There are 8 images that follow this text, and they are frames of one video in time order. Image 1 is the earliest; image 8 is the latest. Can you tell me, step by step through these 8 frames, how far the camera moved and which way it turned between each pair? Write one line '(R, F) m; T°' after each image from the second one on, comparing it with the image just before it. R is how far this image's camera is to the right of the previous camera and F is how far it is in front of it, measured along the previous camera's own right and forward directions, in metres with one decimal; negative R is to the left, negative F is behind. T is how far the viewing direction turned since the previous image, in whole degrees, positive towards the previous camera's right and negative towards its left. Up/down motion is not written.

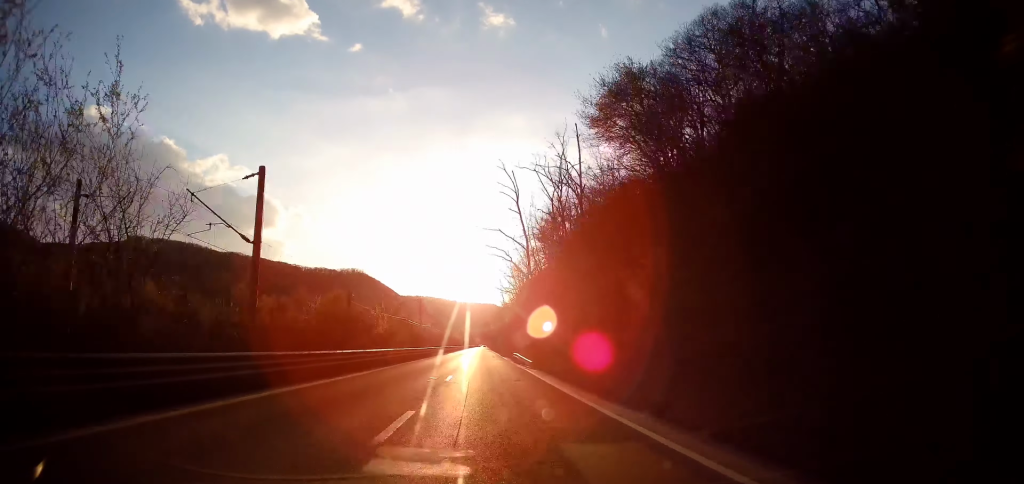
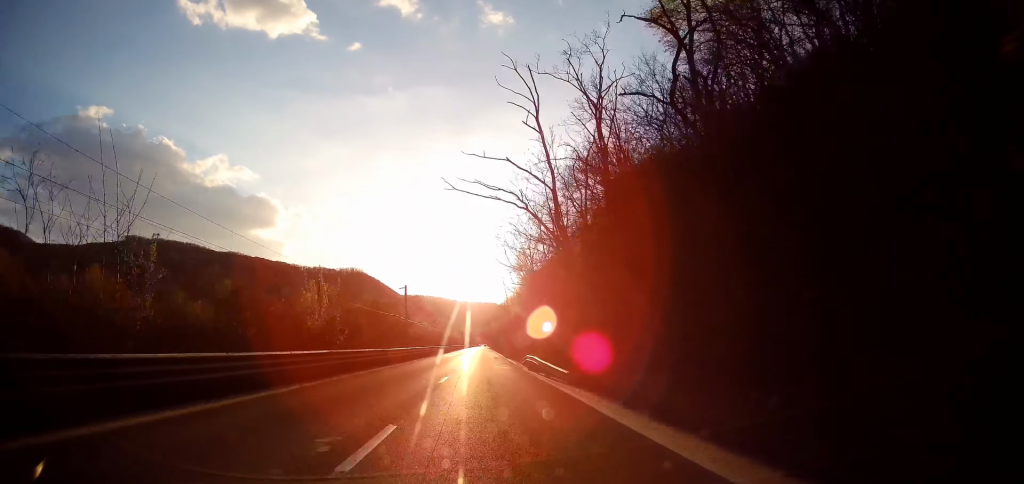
(+0.1, +13.4) m; 0°
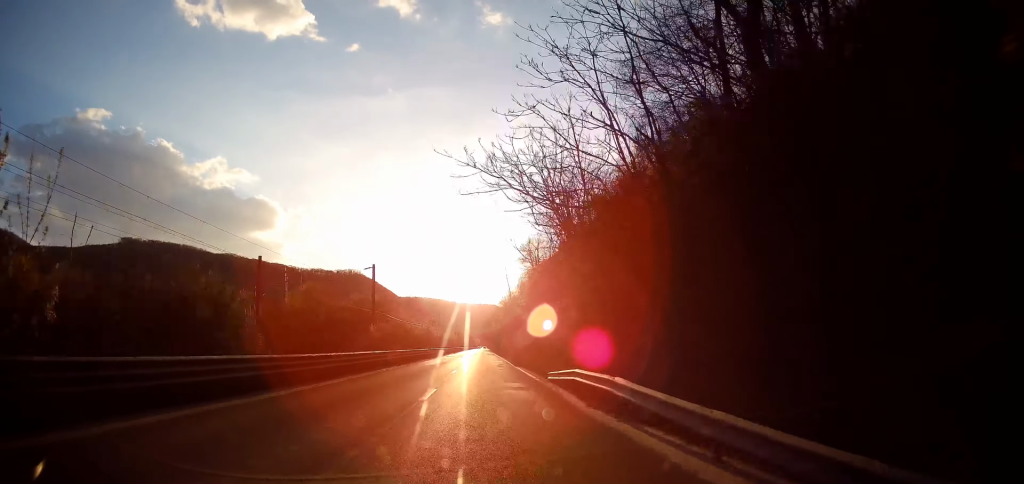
(+0.4, +15.9) m; 0°
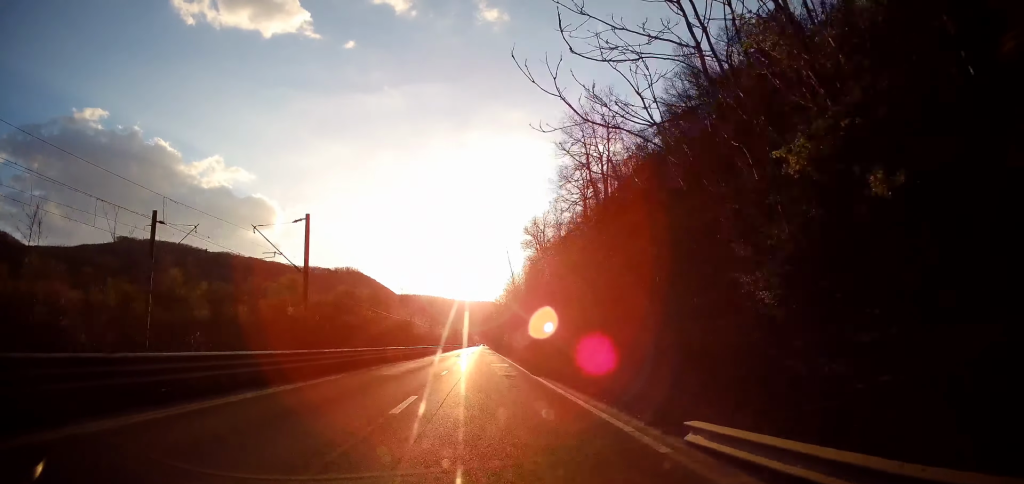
(-0.4, +15.2) m; 0°
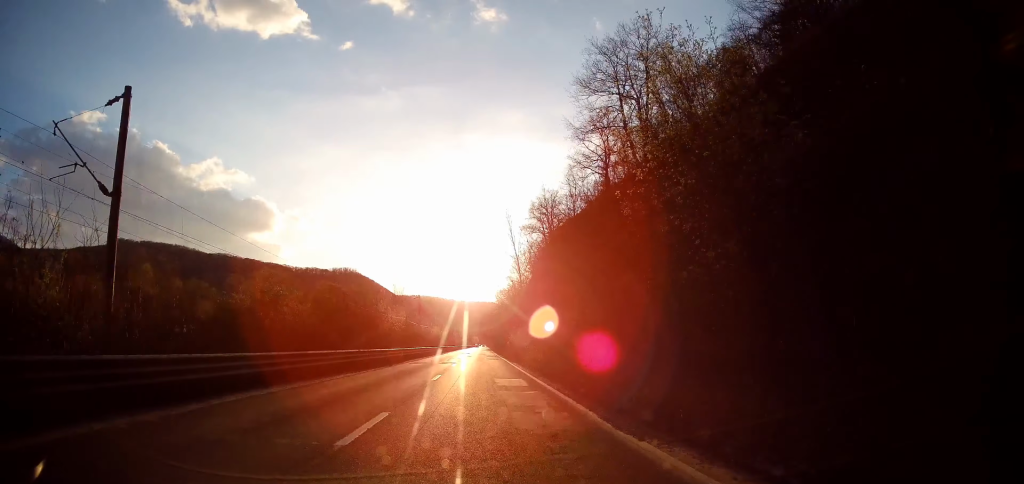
(-0.2, +14.3) m; 0°
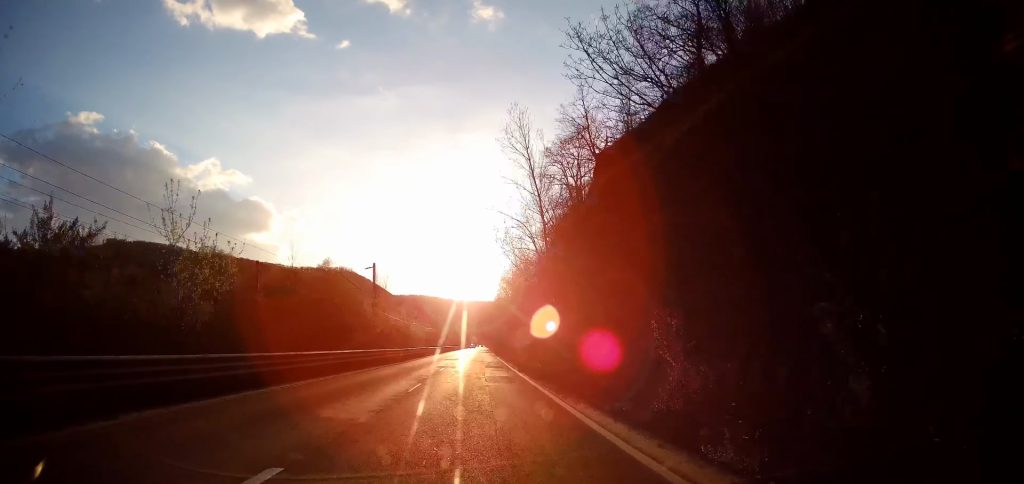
(+0.3, +28.0) m; 0°
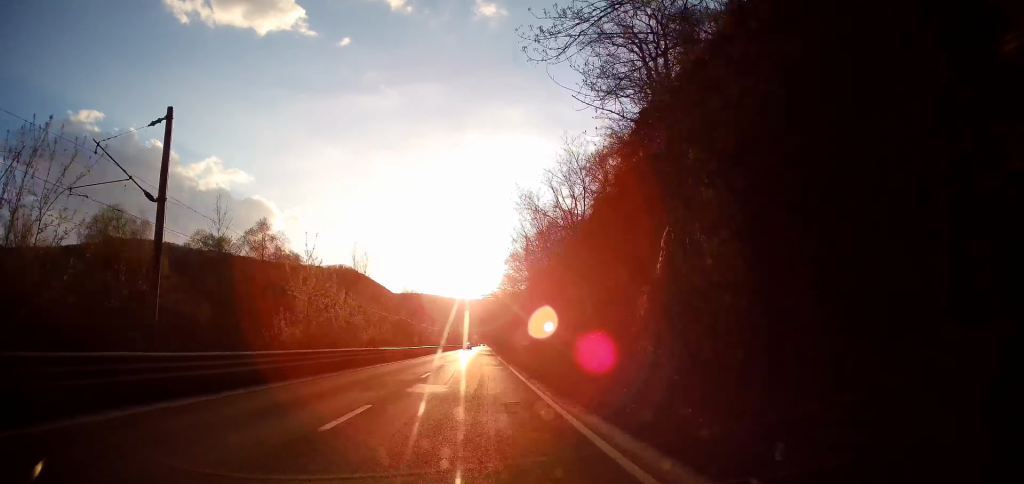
(-0.2, +29.8) m; 0°
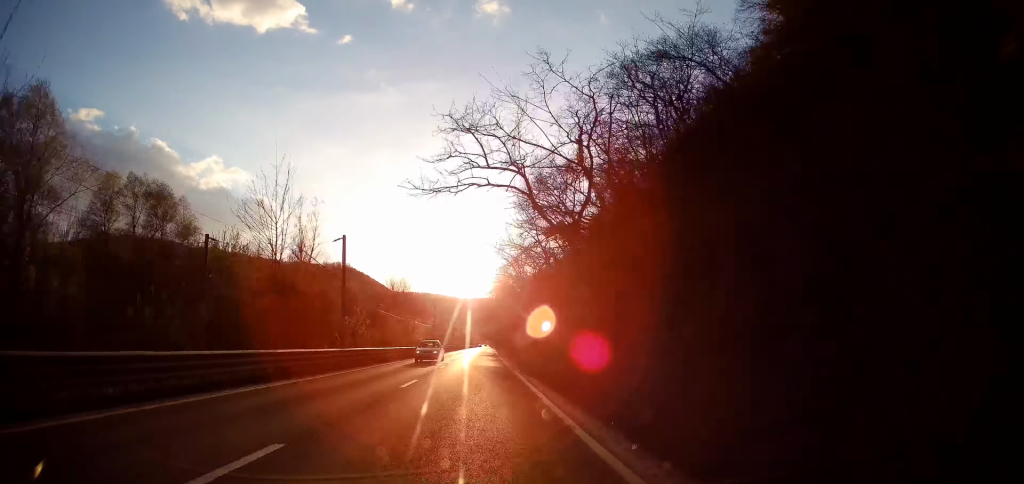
(-0.2, +39.3) m; 0°
